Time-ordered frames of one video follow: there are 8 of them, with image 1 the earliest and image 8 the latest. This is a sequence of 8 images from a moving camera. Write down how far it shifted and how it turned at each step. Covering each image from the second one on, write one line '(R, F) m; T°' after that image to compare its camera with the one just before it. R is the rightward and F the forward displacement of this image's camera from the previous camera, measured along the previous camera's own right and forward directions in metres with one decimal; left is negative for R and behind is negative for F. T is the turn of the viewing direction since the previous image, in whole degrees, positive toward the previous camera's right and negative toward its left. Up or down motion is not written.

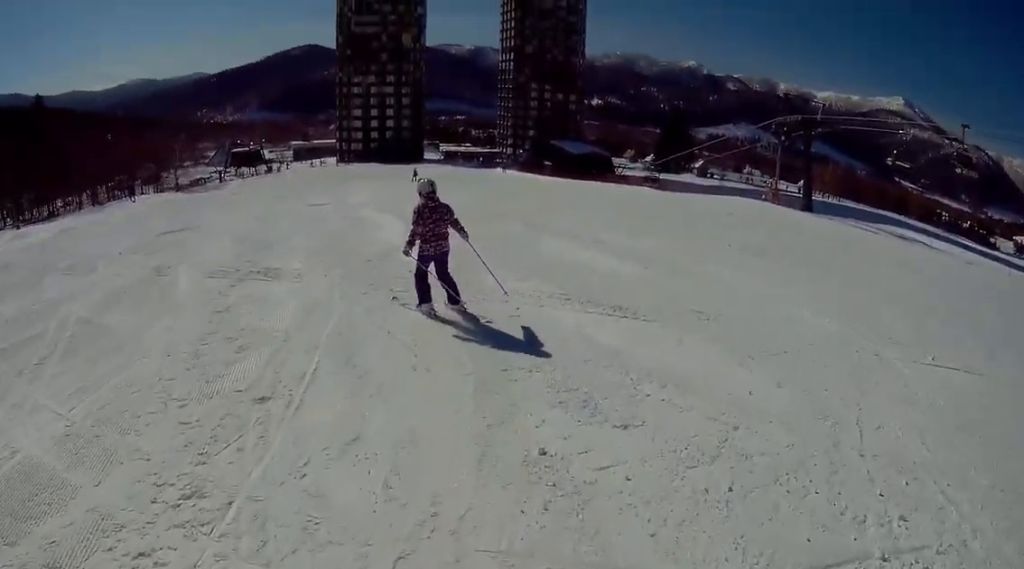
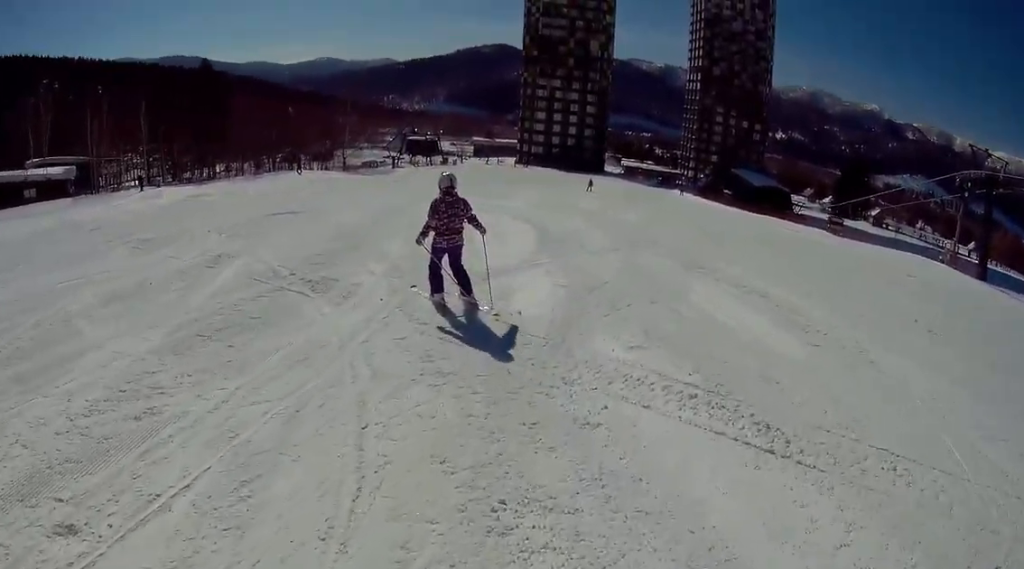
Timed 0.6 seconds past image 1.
(-0.1, +2.5) m; -5°
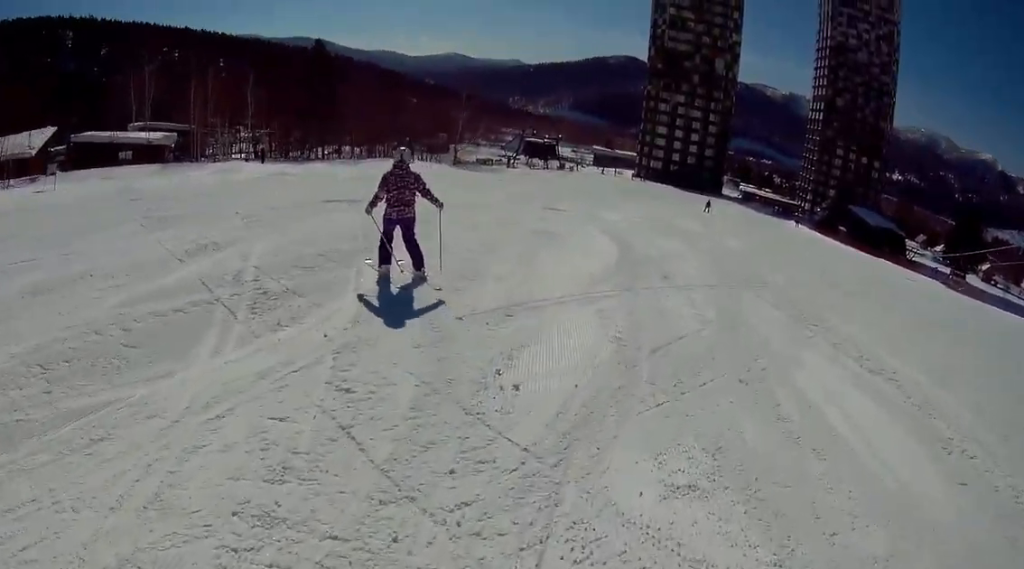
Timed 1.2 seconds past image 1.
(0.0, +2.5) m; -6°
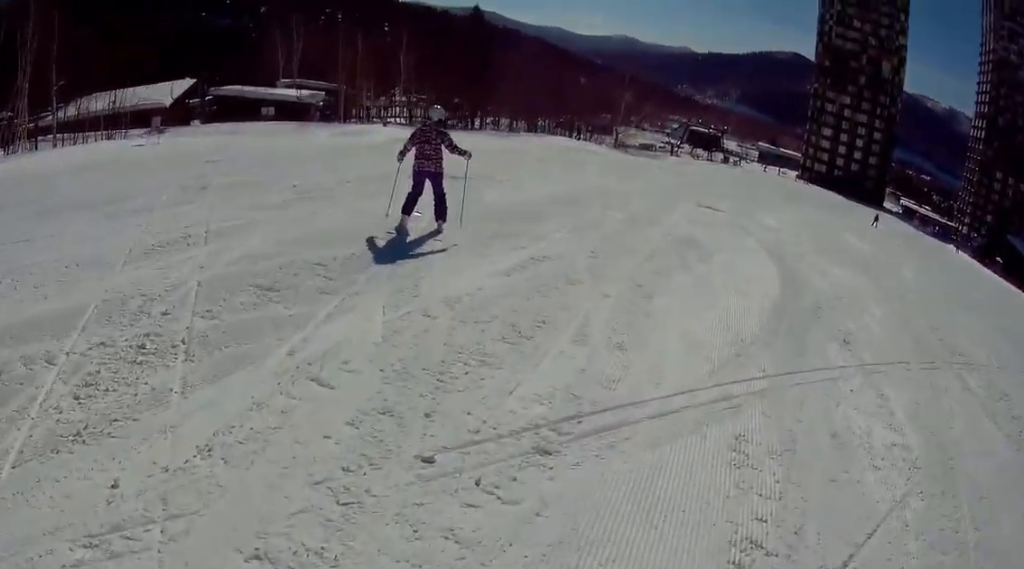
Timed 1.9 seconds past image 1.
(-0.4, +3.4) m; -9°
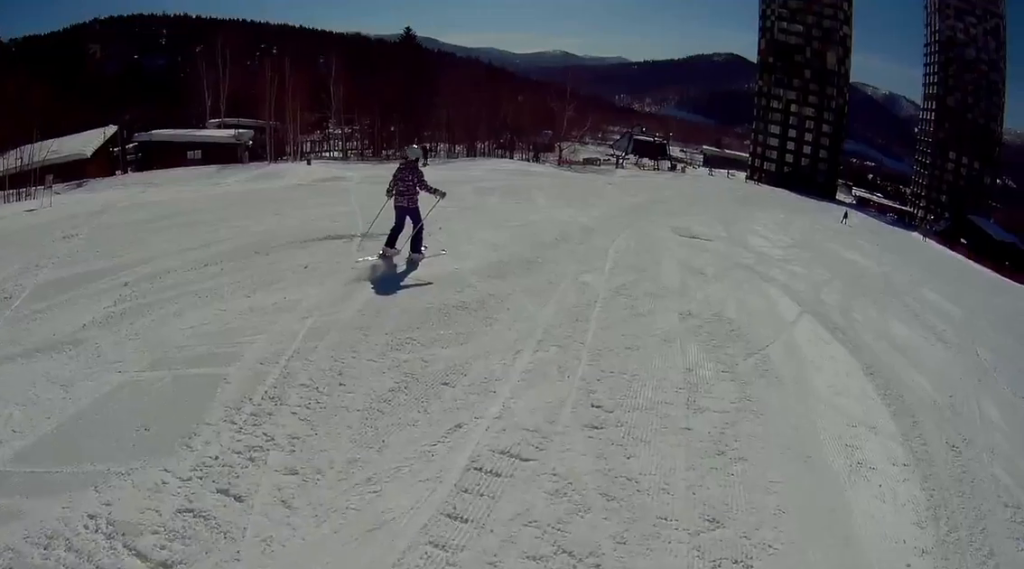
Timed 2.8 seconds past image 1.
(-0.4, +4.1) m; +3°
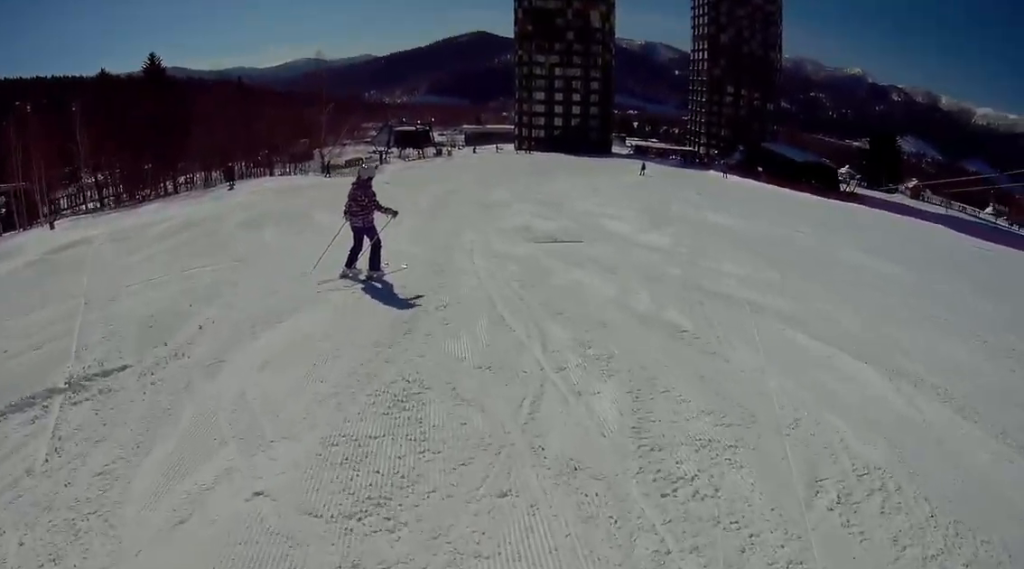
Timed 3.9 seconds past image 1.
(+0.8, +5.1) m; +16°
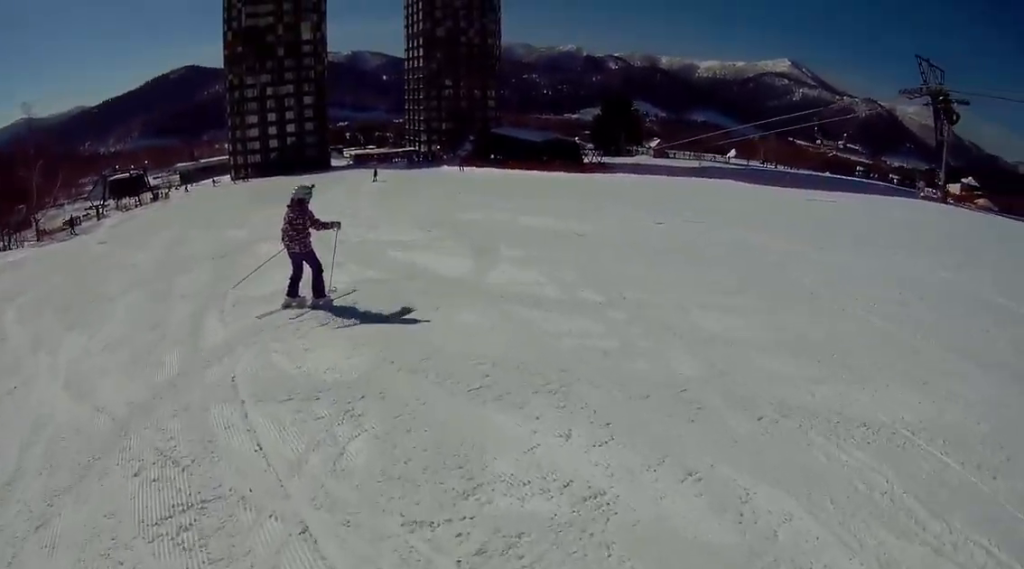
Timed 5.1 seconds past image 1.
(+0.6, +5.5) m; +14°
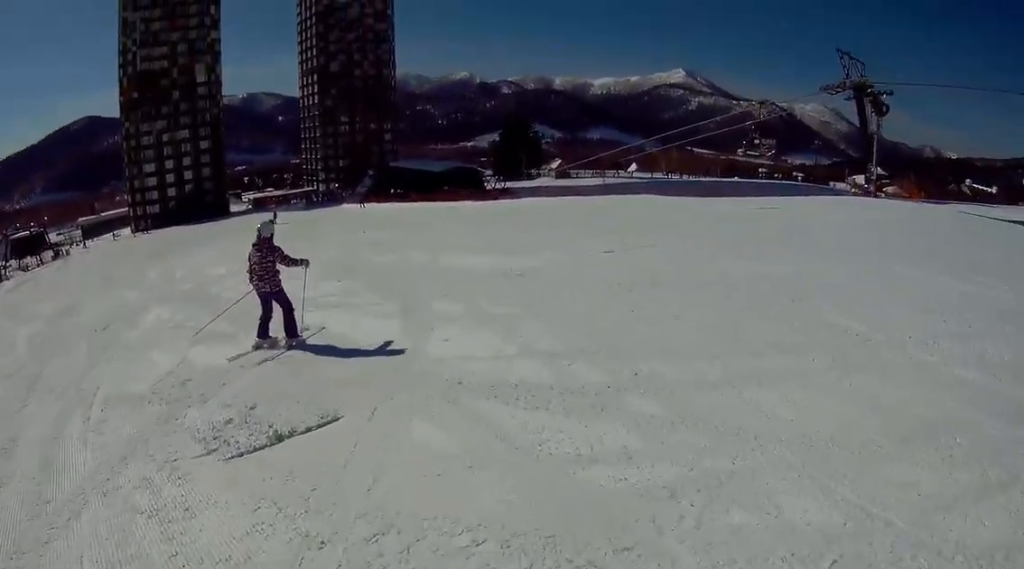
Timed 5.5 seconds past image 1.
(+0.2, +2.4) m; +6°
